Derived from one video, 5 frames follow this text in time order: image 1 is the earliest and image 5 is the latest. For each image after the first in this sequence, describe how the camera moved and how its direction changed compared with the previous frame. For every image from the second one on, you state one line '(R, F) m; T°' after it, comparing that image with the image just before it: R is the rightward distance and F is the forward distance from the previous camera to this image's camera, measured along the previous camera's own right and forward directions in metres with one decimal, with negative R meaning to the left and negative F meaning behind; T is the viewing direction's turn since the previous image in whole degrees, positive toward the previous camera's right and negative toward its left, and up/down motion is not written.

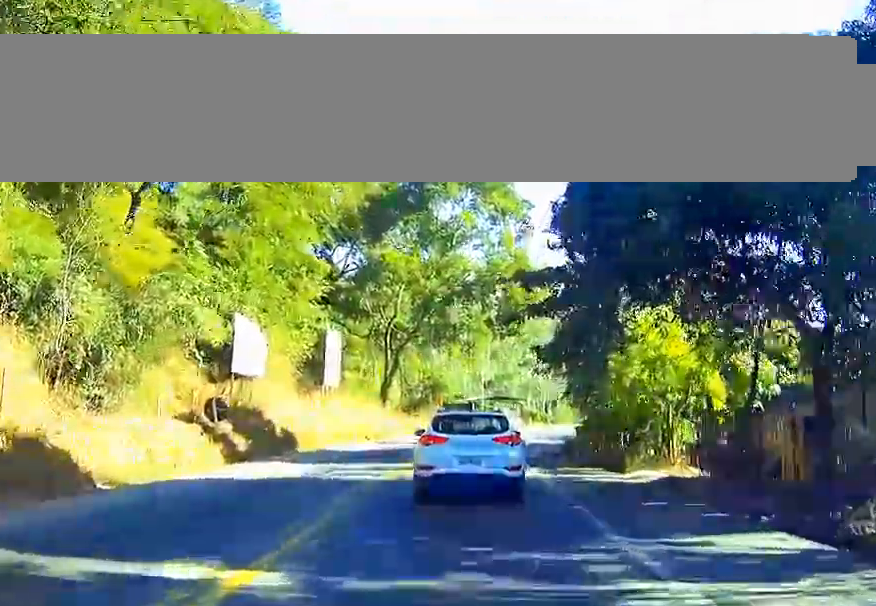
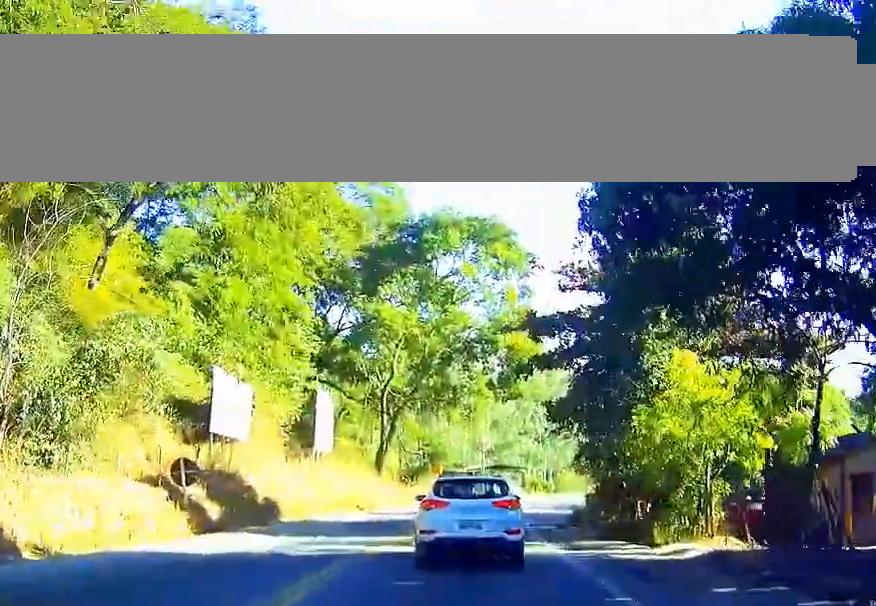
(0.0, +3.9) m; -1°
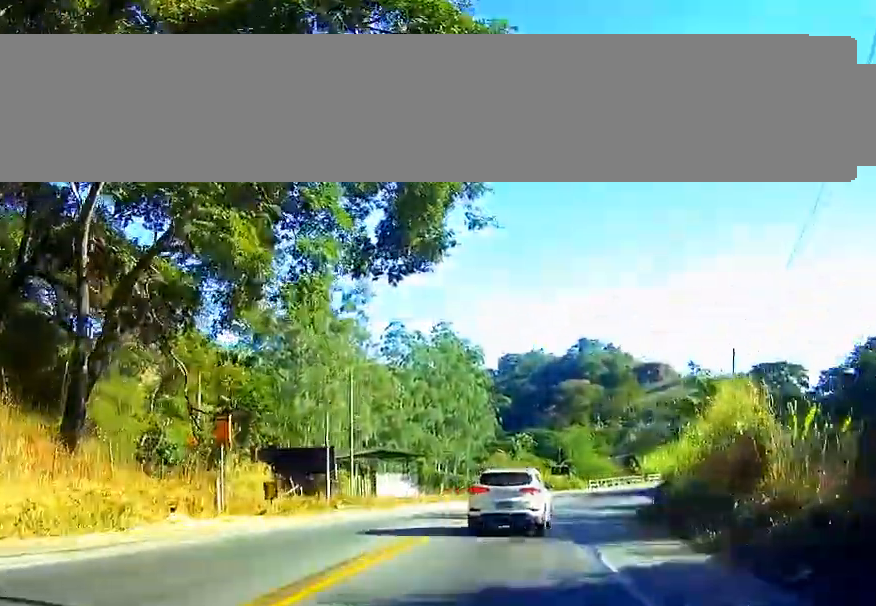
(+0.8, +41.0) m; +7°
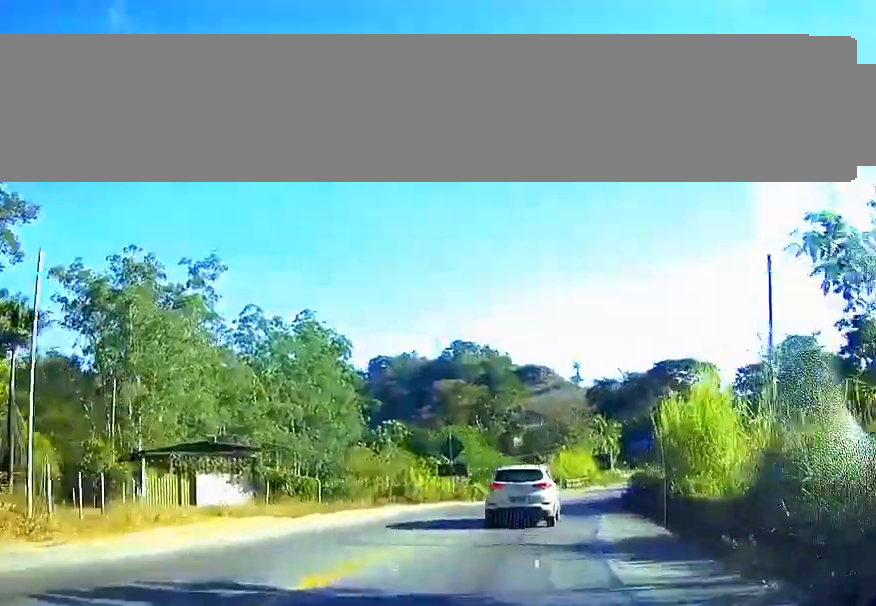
(+0.2, +22.9) m; +3°
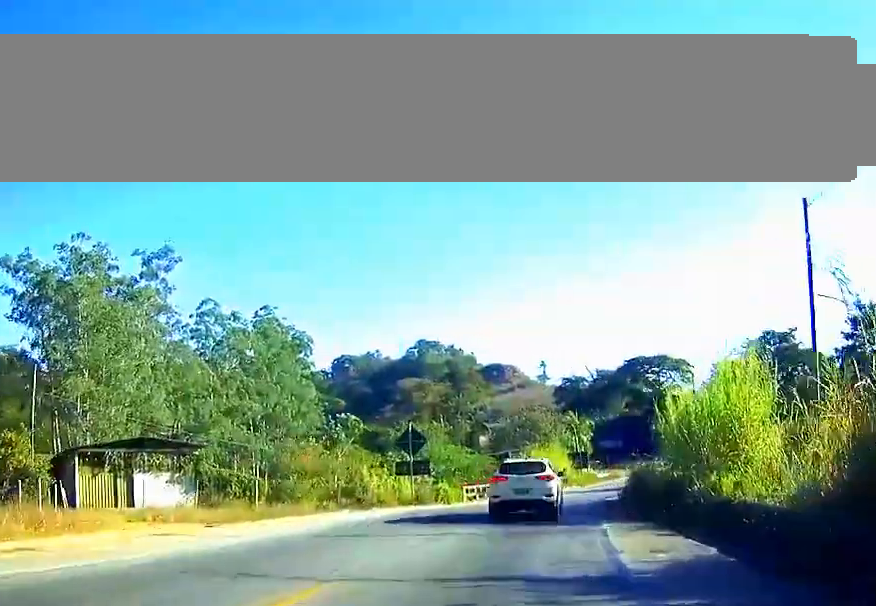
(-0.2, +6.3) m; +2°
